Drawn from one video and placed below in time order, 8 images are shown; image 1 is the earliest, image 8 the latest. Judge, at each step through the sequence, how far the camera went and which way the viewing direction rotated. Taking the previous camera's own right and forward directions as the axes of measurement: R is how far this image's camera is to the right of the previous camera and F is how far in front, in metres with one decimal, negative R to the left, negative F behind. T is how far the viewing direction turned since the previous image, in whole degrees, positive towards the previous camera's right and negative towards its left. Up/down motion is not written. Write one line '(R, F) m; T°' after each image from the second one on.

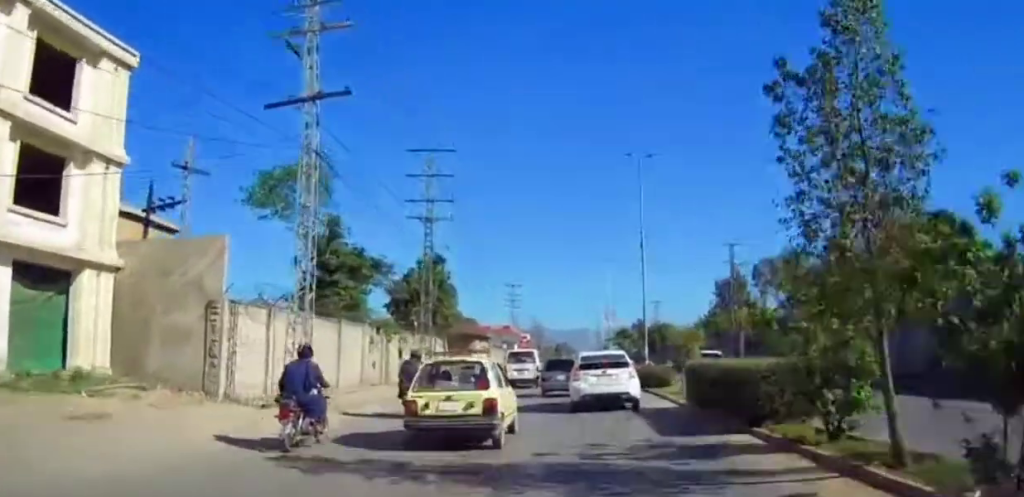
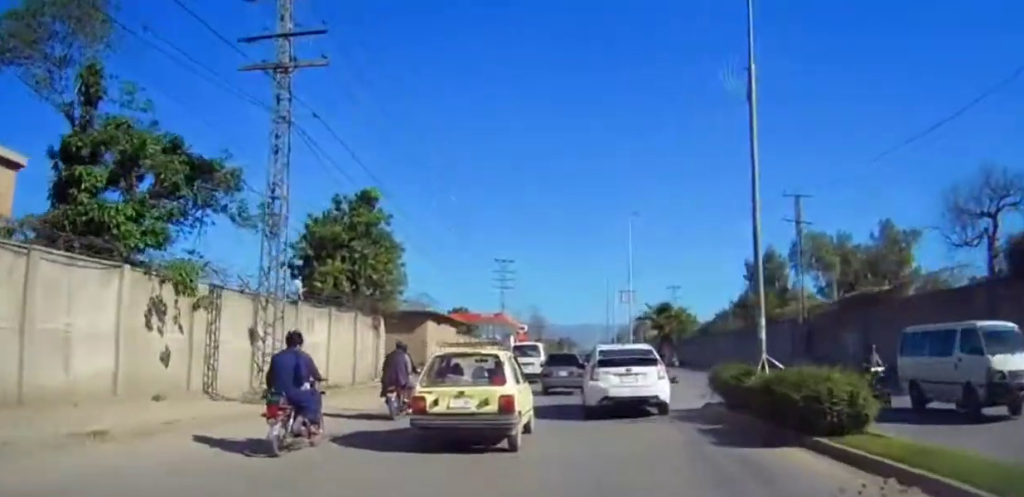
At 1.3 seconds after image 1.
(+0.1, +18.0) m; +1°
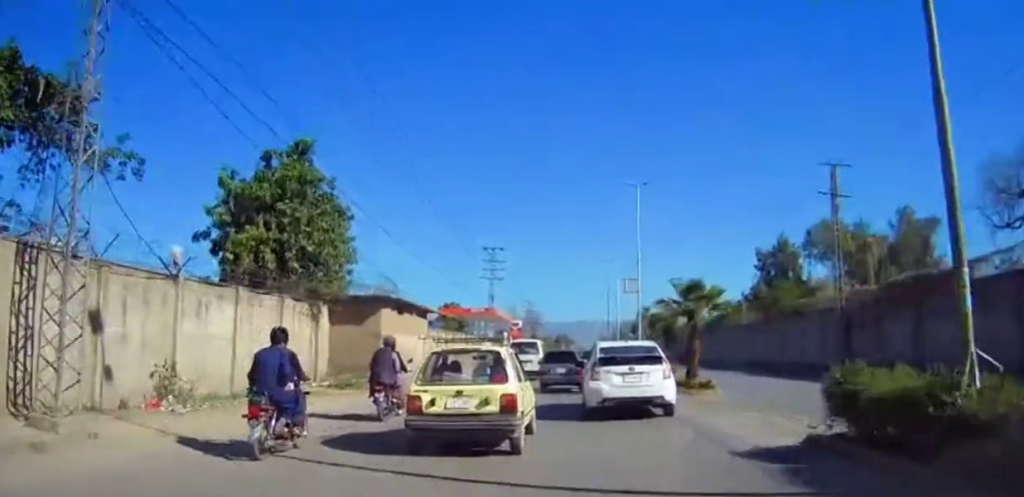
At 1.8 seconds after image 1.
(0.0, +6.9) m; +1°
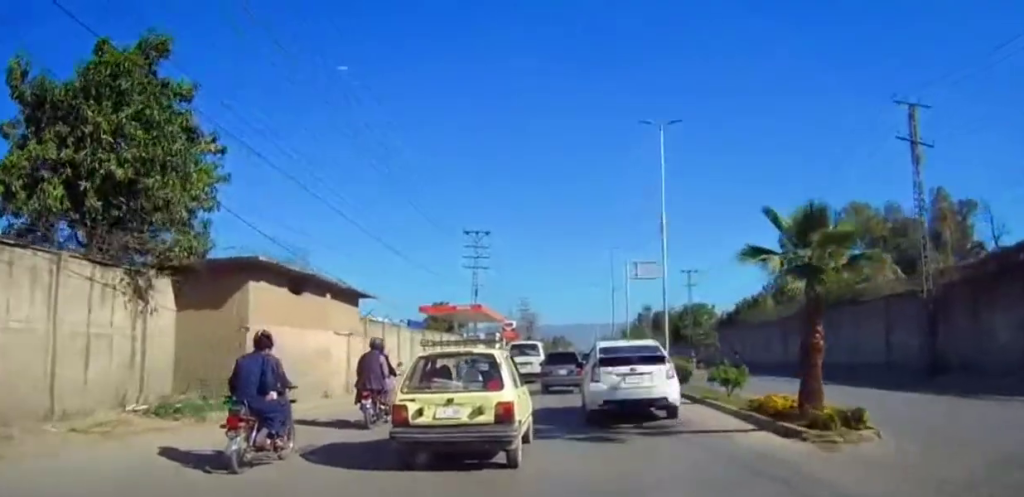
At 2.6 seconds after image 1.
(-0.1, +10.4) m; +1°
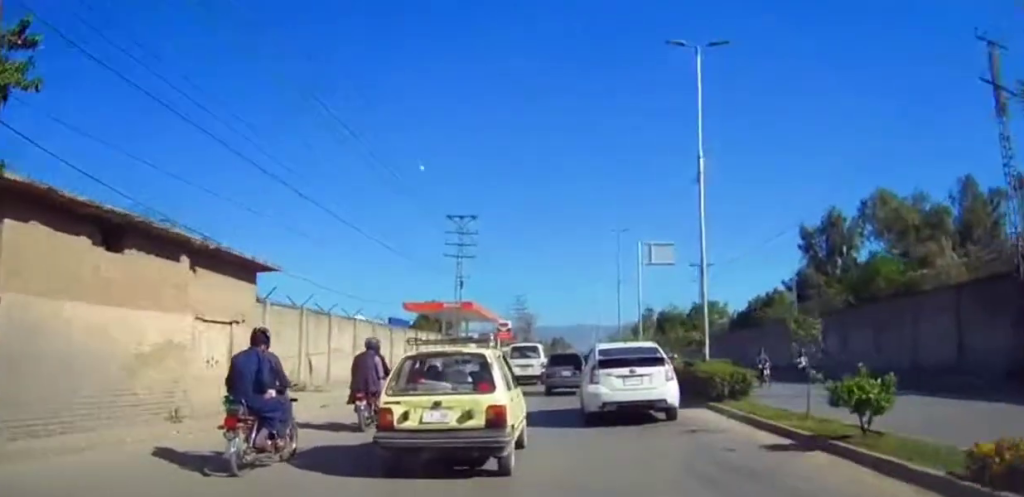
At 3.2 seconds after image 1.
(+0.3, +7.6) m; +1°
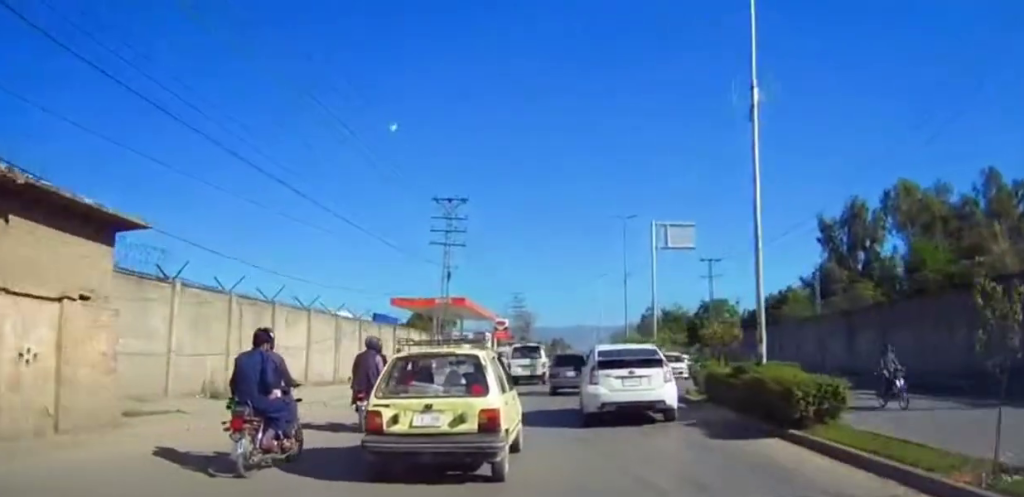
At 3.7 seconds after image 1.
(+0.1, +5.6) m; 0°
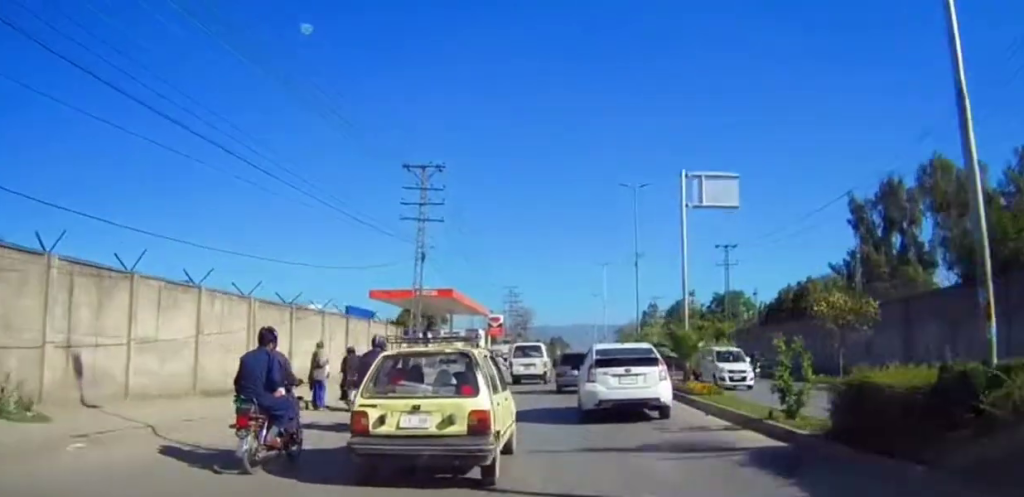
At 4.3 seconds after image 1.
(0.0, +8.0) m; -1°
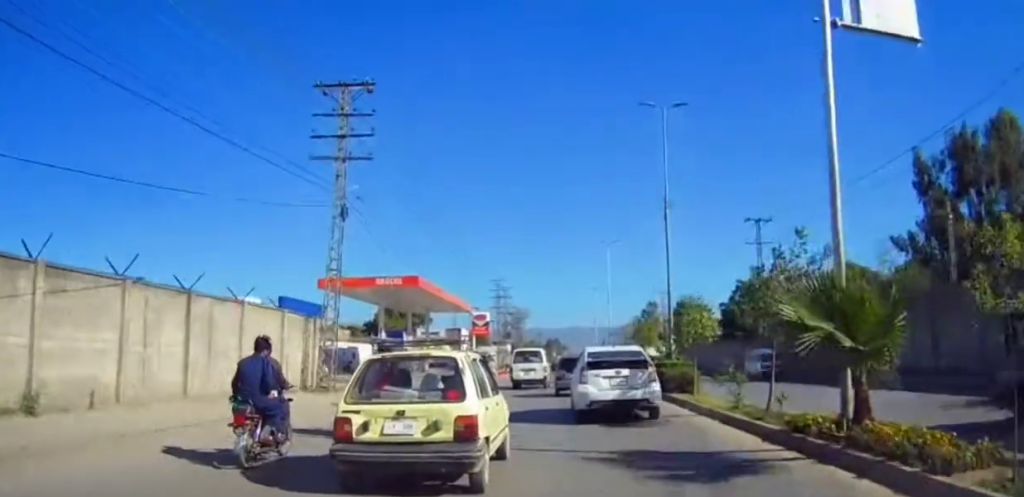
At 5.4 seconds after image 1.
(-0.4, +12.9) m; -2°
